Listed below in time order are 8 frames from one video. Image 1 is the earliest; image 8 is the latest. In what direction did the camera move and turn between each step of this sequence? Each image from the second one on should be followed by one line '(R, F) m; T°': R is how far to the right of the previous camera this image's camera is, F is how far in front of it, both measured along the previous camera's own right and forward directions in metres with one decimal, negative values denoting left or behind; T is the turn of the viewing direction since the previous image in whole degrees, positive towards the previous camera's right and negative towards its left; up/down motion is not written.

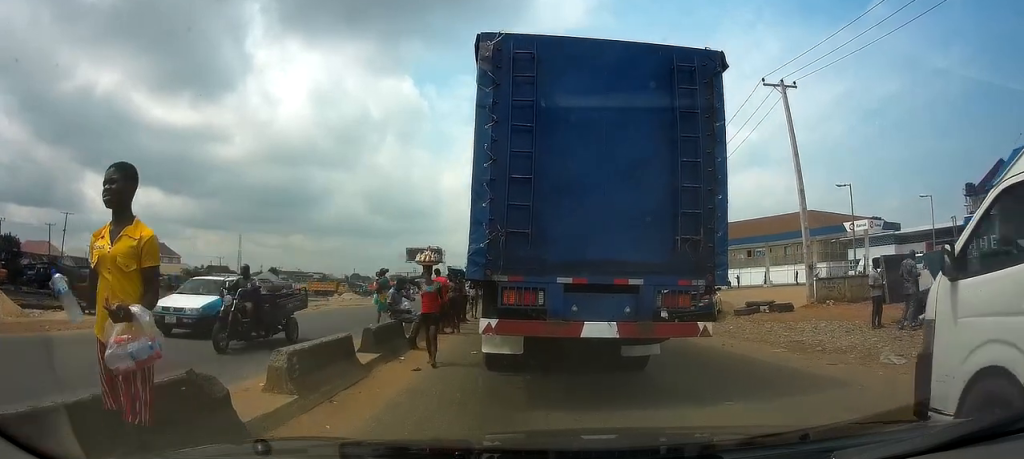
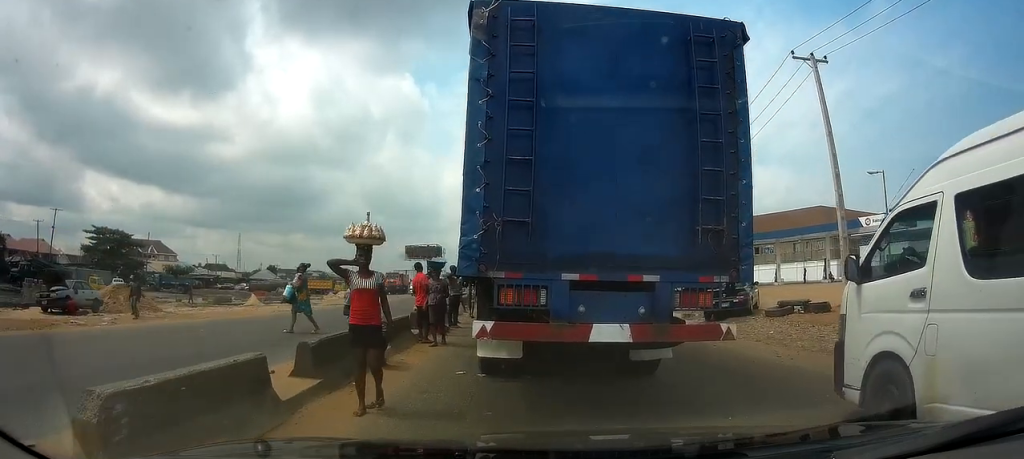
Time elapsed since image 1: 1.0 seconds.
(-0.1, +2.7) m; -3°
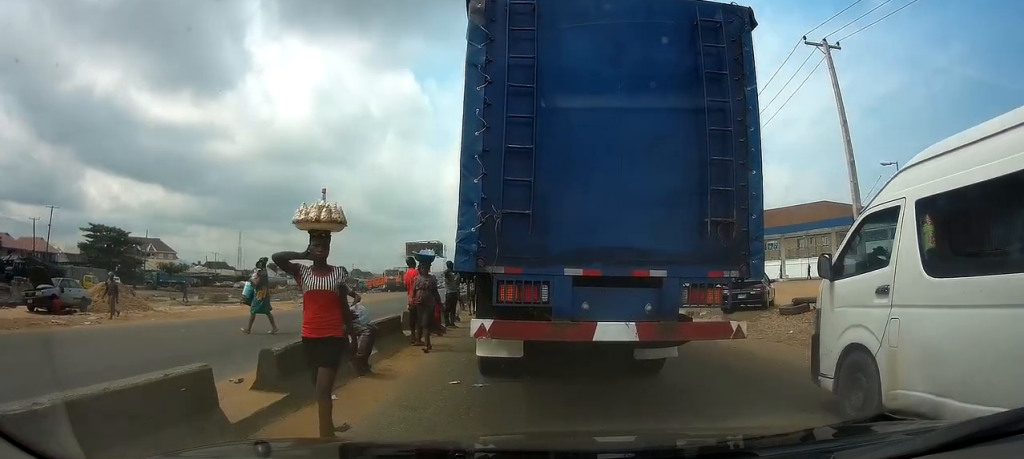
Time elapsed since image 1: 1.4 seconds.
(0.0, +1.1) m; 0°
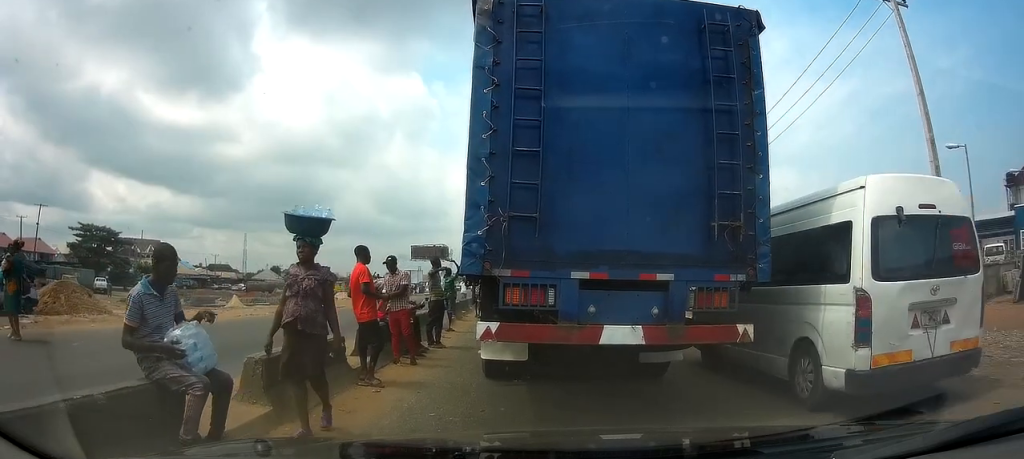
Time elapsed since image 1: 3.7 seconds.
(0.0, +4.2) m; -1°
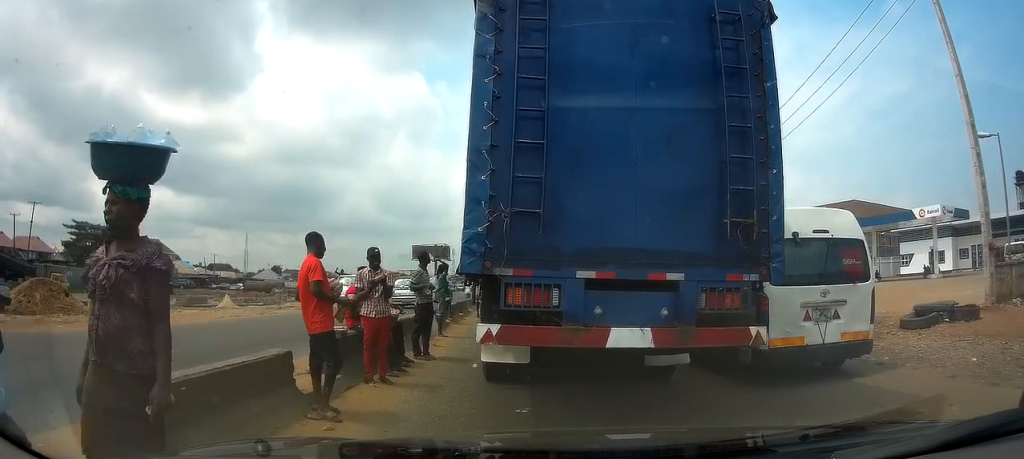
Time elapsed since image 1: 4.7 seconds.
(0.0, +1.6) m; +1°
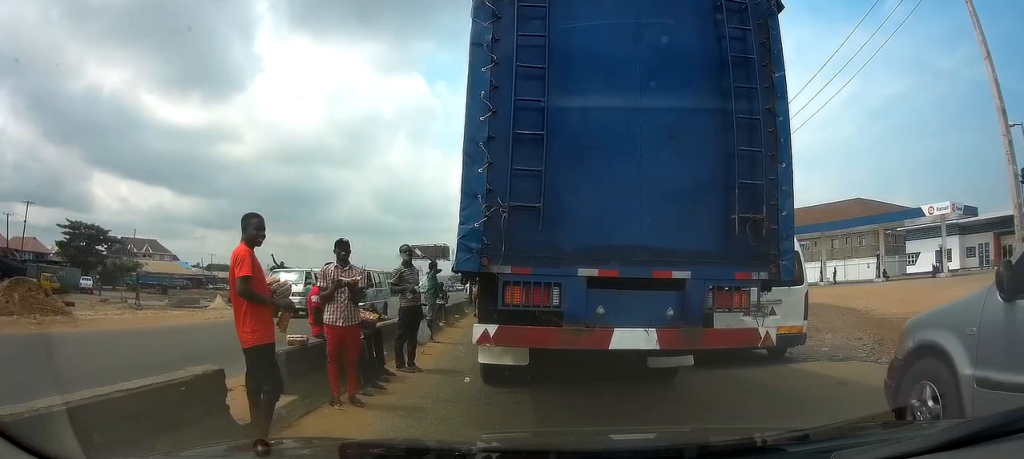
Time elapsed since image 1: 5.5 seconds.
(-0.1, +1.3) m; +3°
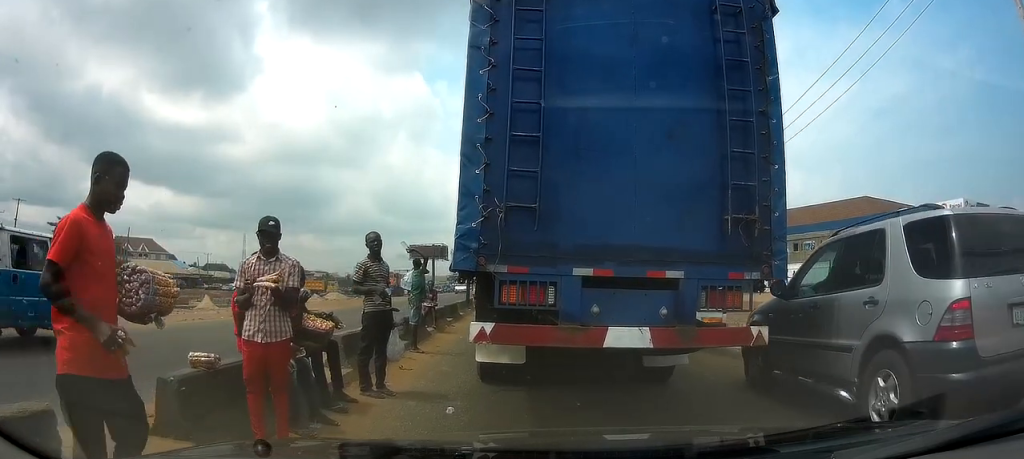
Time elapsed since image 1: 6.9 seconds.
(+0.1, +1.9) m; 0°
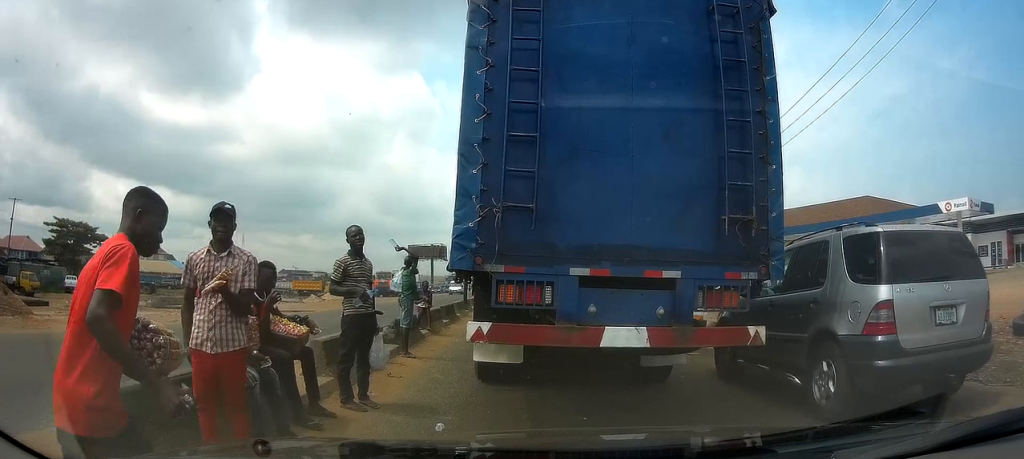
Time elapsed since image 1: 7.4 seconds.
(-0.1, +0.6) m; 0°
